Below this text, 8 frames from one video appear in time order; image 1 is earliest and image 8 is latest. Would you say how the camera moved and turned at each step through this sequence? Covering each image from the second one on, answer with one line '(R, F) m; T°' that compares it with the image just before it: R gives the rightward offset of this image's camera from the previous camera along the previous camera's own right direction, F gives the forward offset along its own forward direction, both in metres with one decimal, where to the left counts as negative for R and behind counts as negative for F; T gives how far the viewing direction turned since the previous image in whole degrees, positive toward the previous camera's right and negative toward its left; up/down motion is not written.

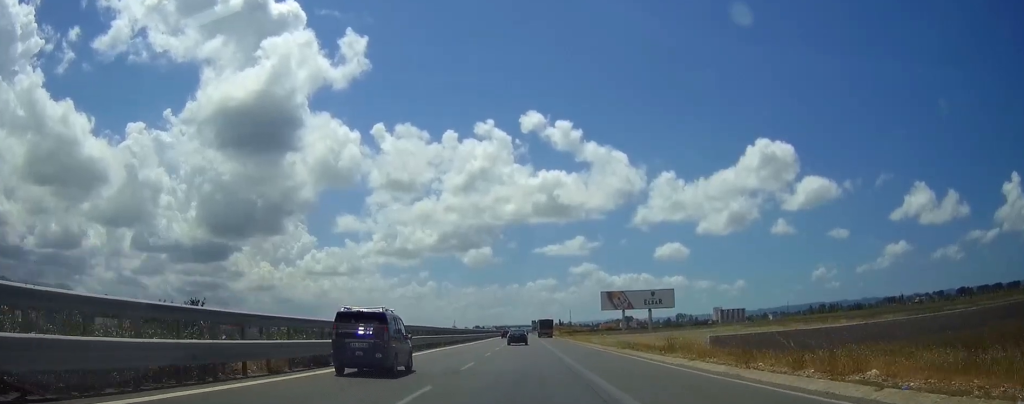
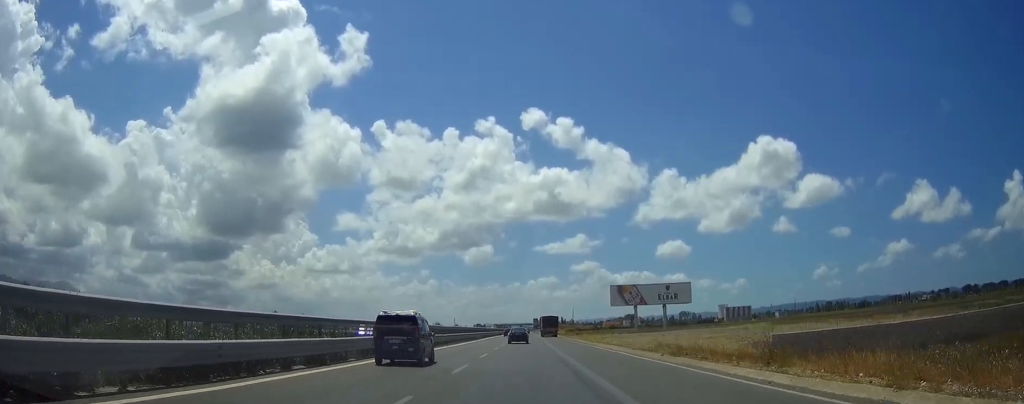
(0.0, +14.8) m; 0°
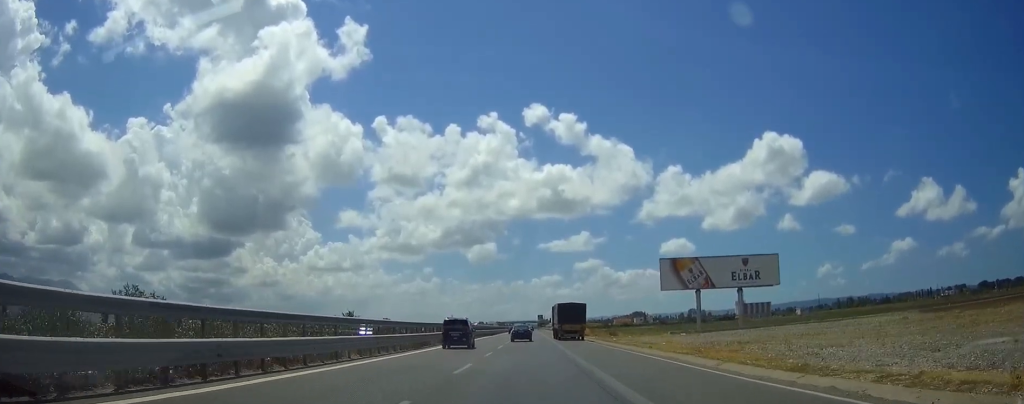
(-0.1, +50.0) m; 0°
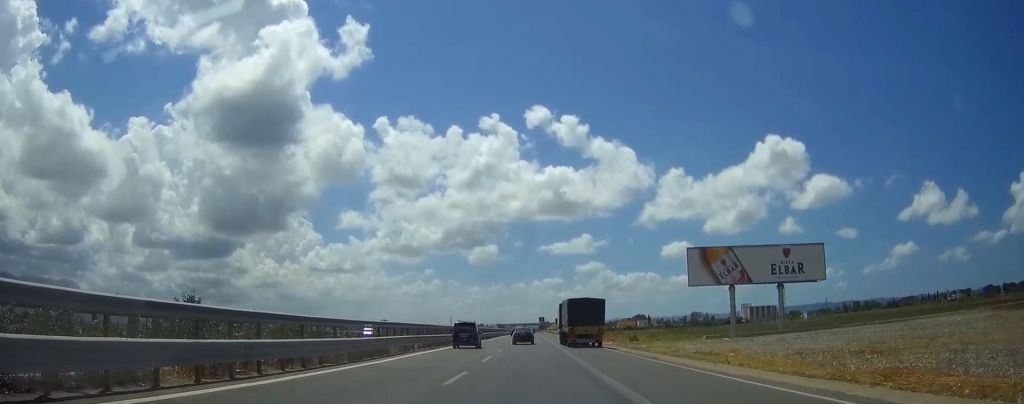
(-0.1, +15.3) m; 0°
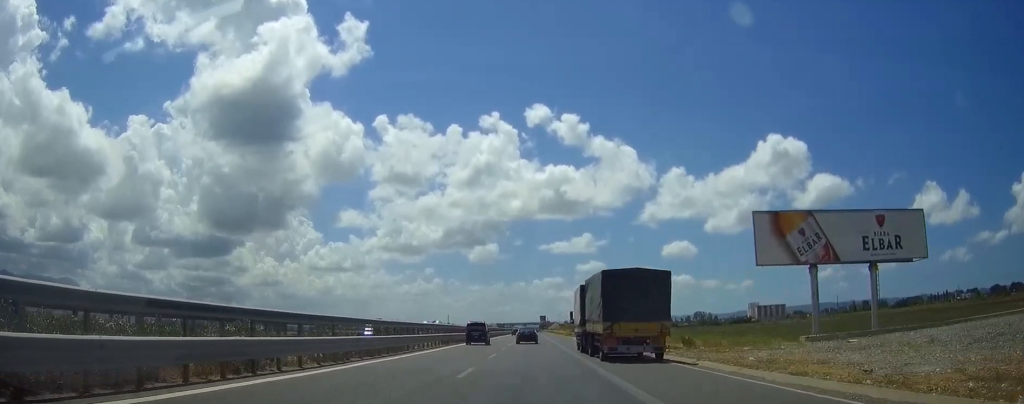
(+0.1, +22.5) m; 0°
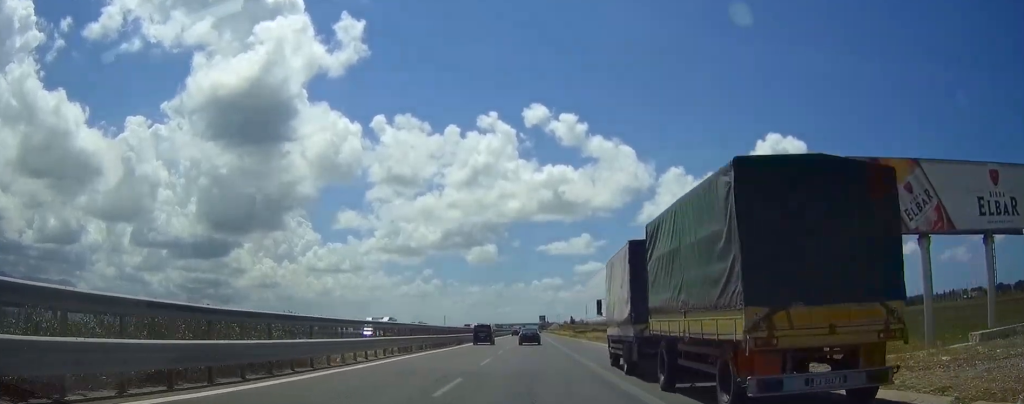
(-0.1, +17.4) m; 0°
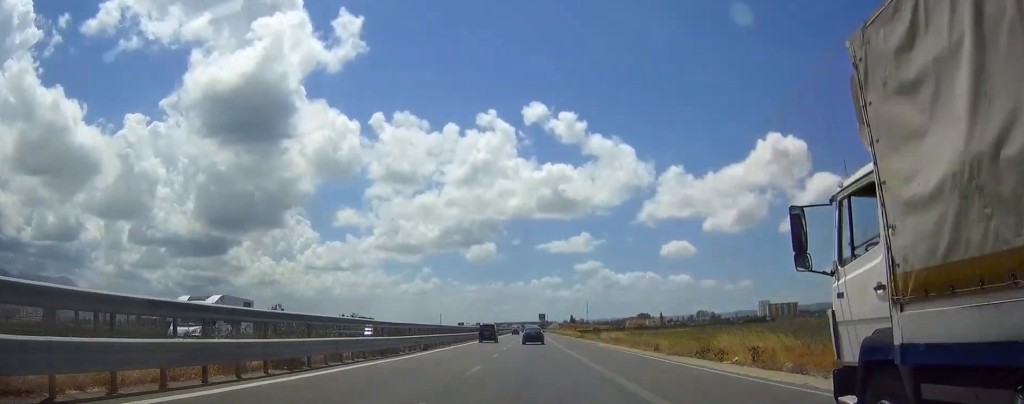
(+0.1, +18.5) m; 0°
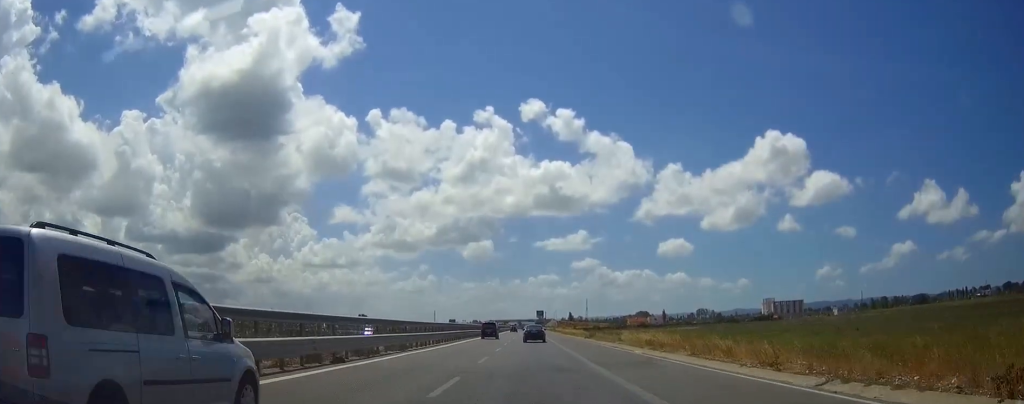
(0.0, +17.6) m; 0°
